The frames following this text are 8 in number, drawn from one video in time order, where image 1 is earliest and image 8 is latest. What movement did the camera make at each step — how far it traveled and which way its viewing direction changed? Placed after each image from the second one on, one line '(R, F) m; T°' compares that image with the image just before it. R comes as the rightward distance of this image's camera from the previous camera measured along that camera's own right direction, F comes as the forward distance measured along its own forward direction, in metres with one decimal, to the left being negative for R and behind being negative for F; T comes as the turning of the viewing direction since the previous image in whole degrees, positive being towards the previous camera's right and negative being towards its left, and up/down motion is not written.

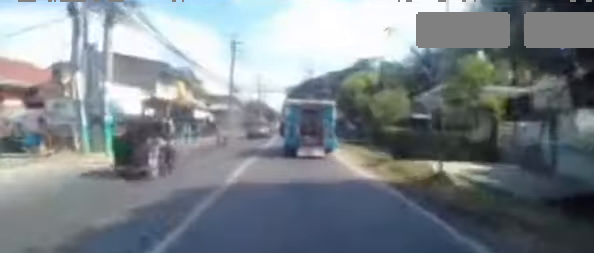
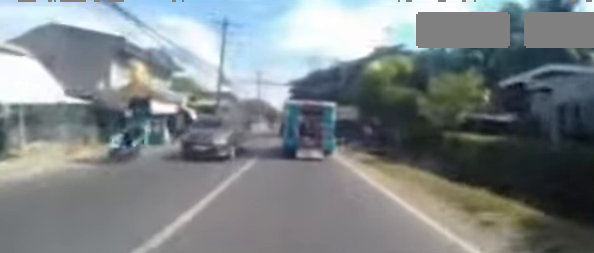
(0.0, +7.1) m; 0°
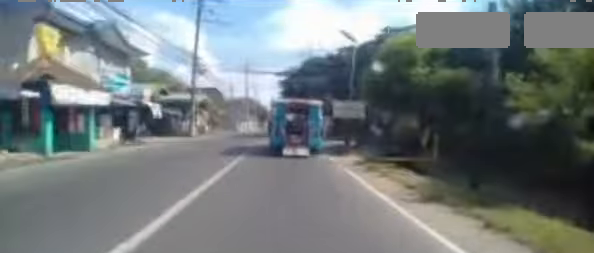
(0.0, +5.9) m; -2°
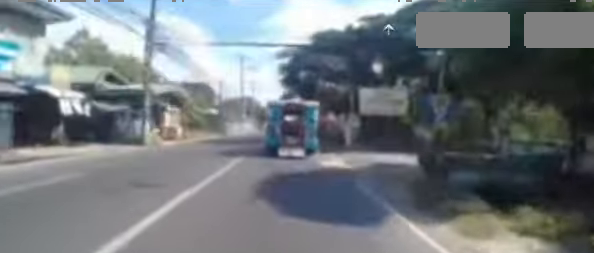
(-0.4, +8.7) m; -3°
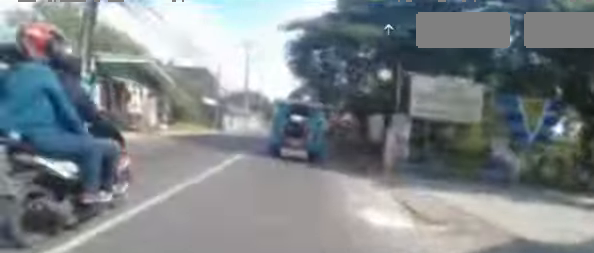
(0.0, +6.0) m; +2°
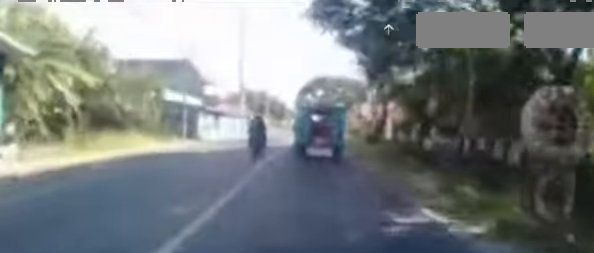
(+0.6, +12.5) m; -1°
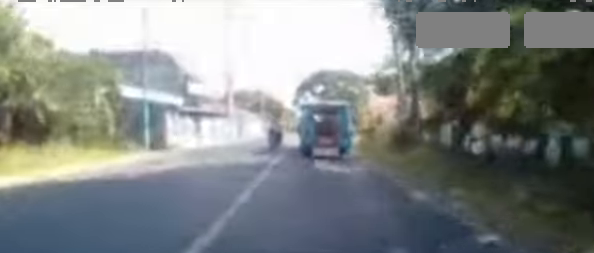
(-0.4, +4.6) m; 0°
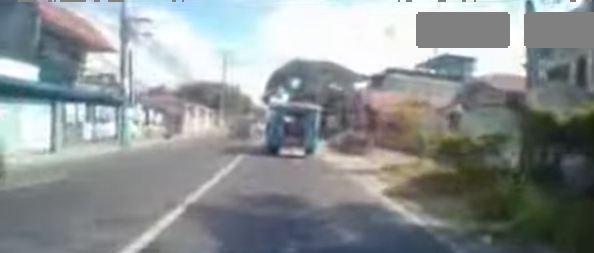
(+0.5, +13.0) m; +4°
